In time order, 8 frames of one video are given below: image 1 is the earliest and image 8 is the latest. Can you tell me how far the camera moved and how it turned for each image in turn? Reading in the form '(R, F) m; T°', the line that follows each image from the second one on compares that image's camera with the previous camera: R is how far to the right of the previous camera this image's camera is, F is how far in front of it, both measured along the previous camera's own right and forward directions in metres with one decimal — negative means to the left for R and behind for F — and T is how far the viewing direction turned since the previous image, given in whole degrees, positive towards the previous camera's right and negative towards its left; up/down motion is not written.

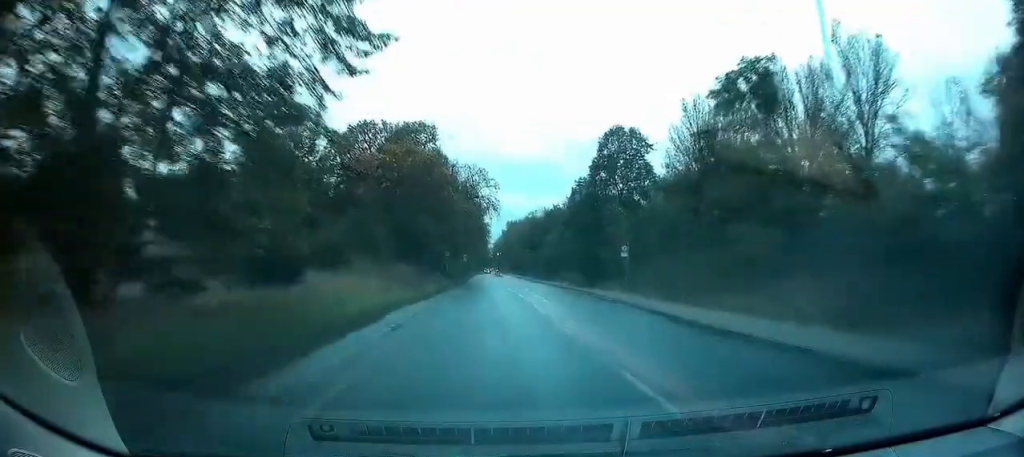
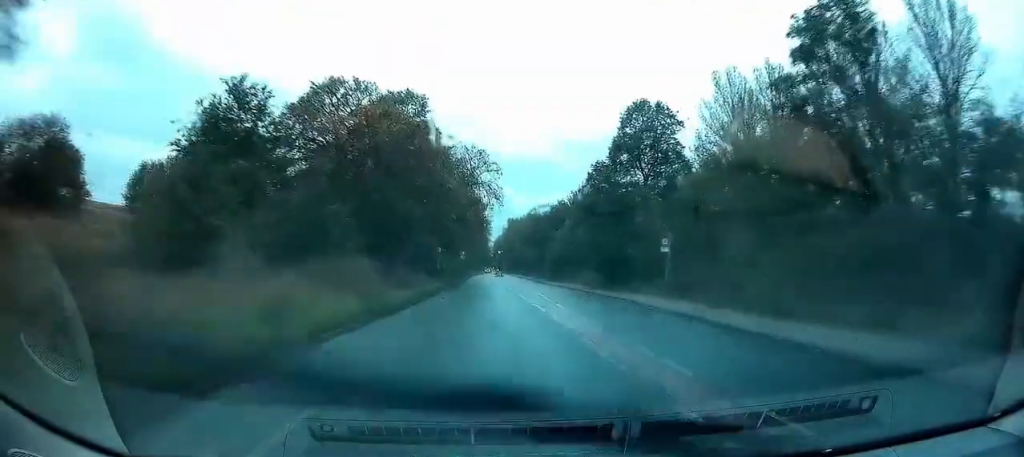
(0.0, +9.5) m; 0°
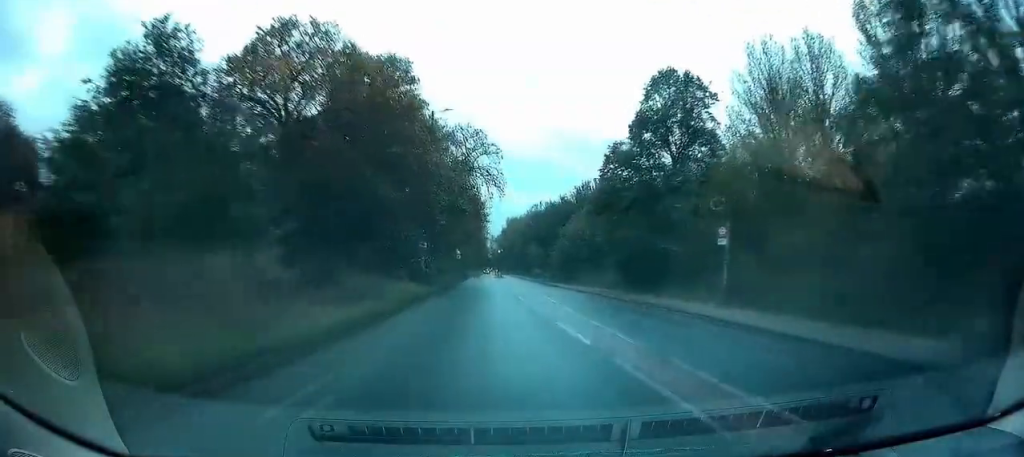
(0.0, +8.3) m; 0°
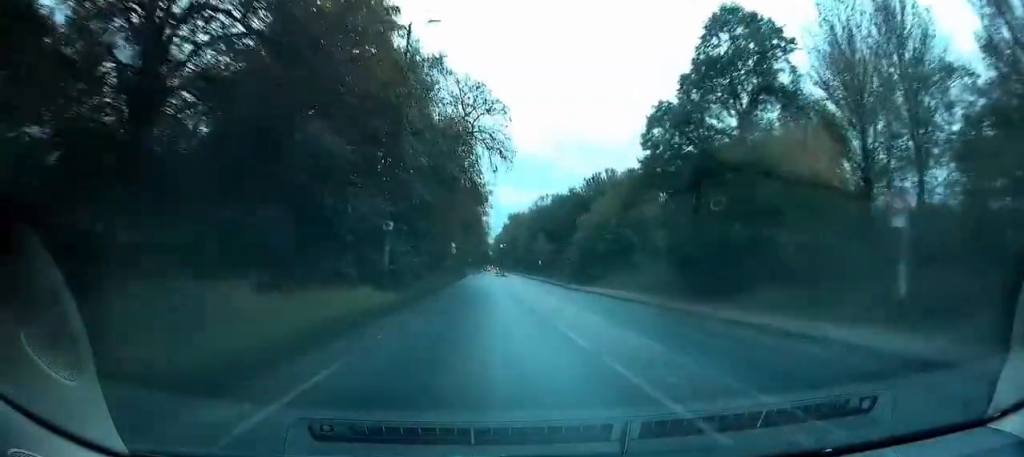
(-0.1, +11.5) m; 0°
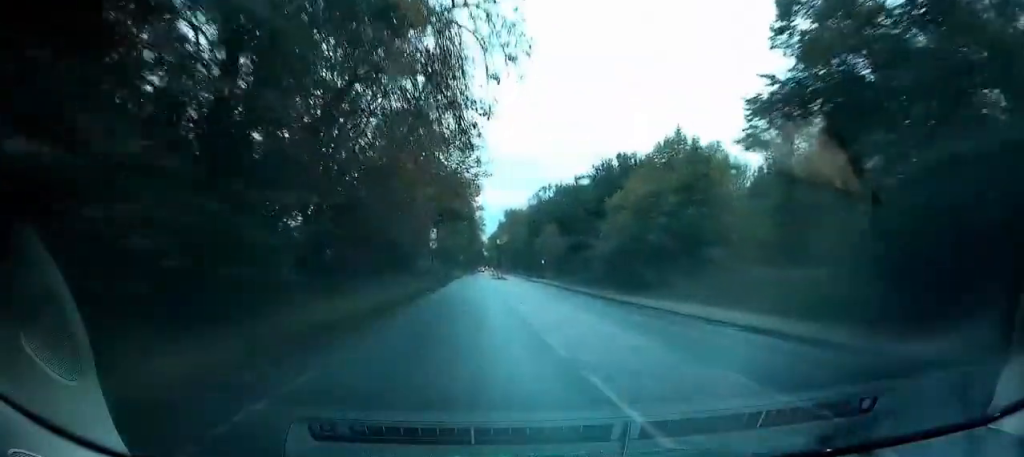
(+0.5, +17.6) m; +3°
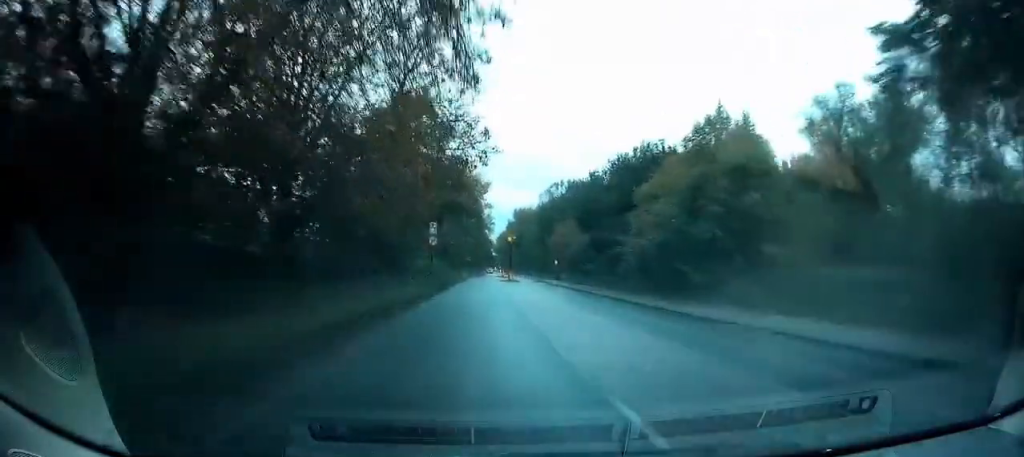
(+0.2, +6.8) m; 0°
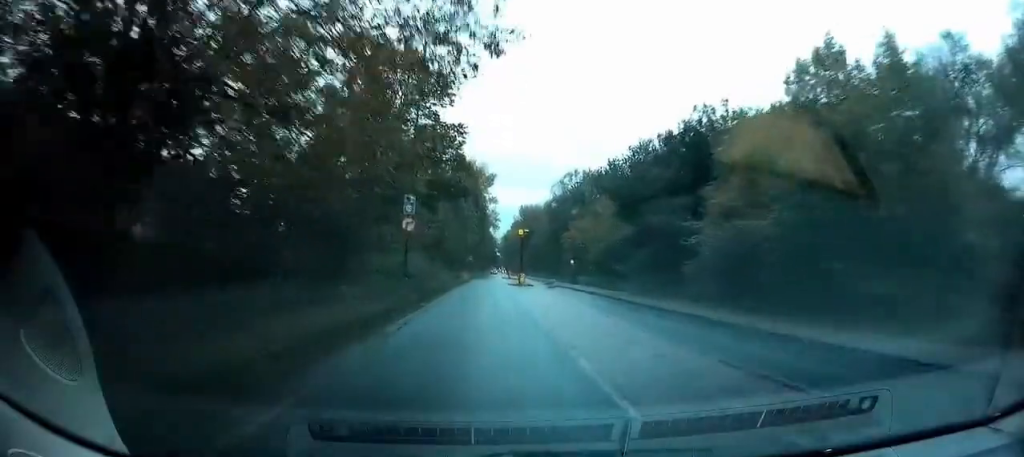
(-0.4, +12.8) m; -3°
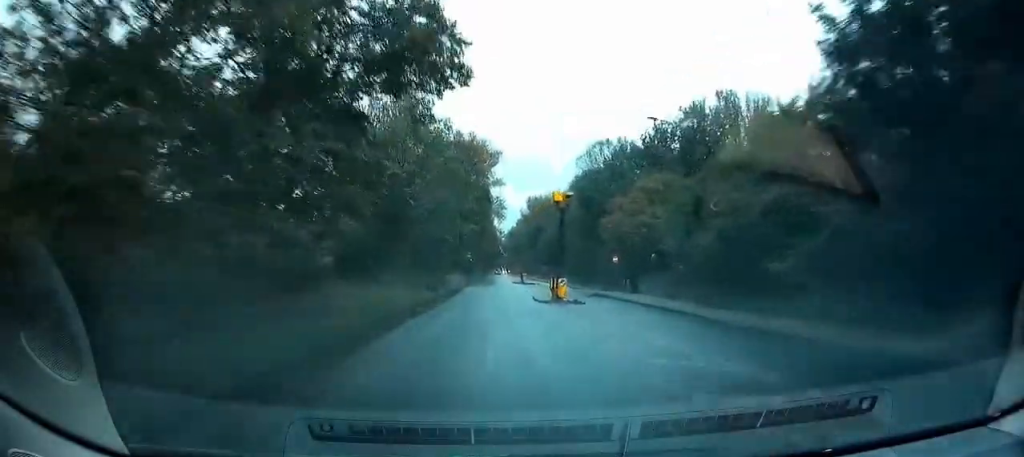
(-0.7, +24.8) m; -1°
